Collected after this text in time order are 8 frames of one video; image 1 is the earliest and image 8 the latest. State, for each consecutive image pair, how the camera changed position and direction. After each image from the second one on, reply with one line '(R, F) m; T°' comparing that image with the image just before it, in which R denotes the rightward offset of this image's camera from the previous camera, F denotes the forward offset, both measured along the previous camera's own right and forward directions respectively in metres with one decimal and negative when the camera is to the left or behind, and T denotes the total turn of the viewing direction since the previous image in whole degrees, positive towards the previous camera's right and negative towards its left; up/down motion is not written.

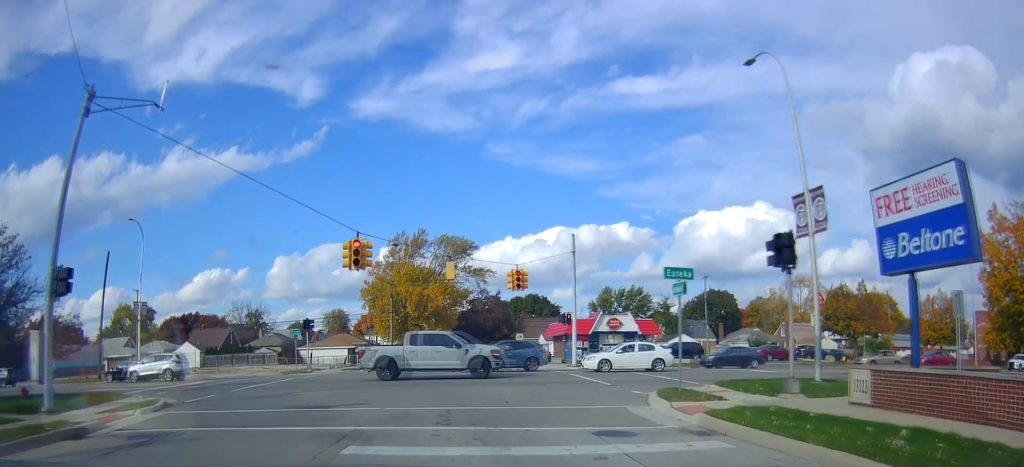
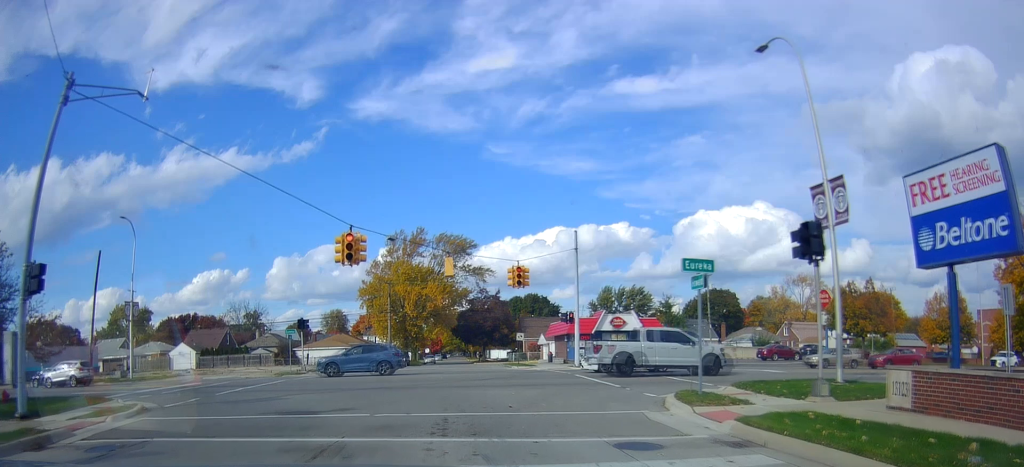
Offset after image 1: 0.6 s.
(0.0, +2.2) m; 0°
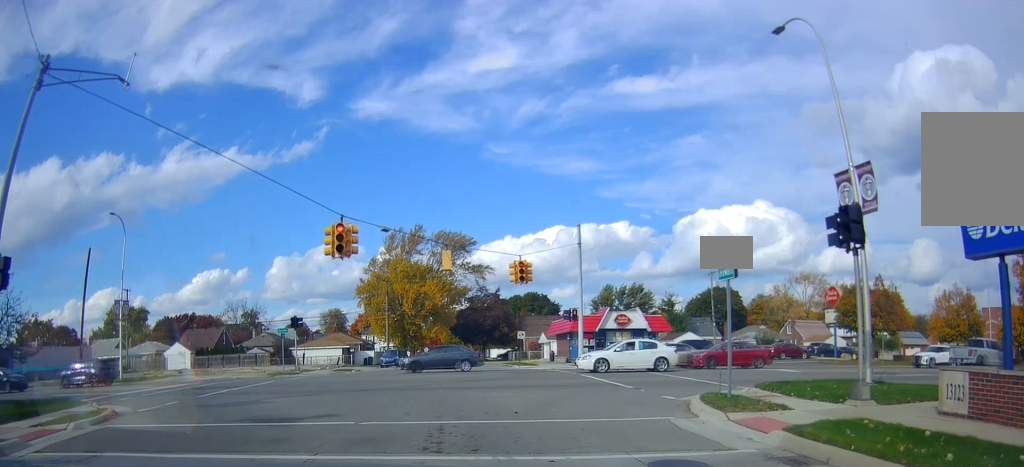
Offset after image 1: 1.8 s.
(0.0, +2.3) m; 0°
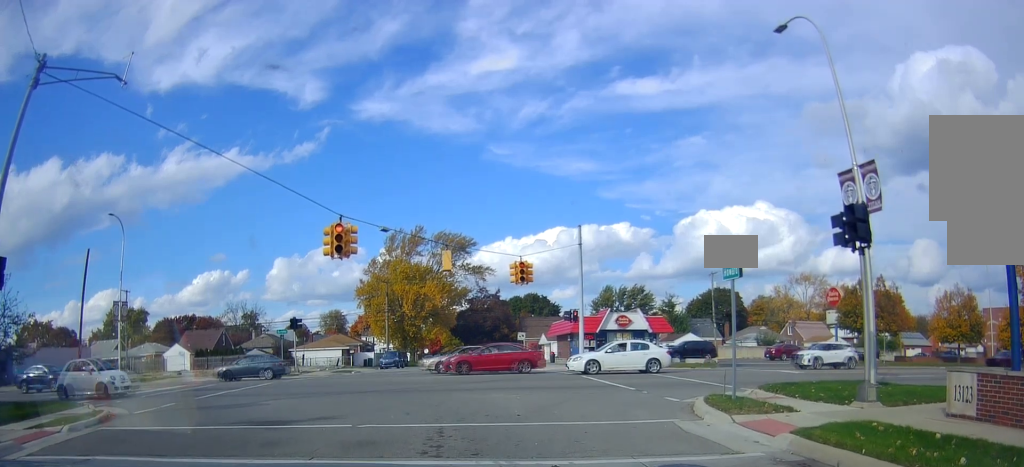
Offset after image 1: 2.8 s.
(0.0, +0.8) m; 0°
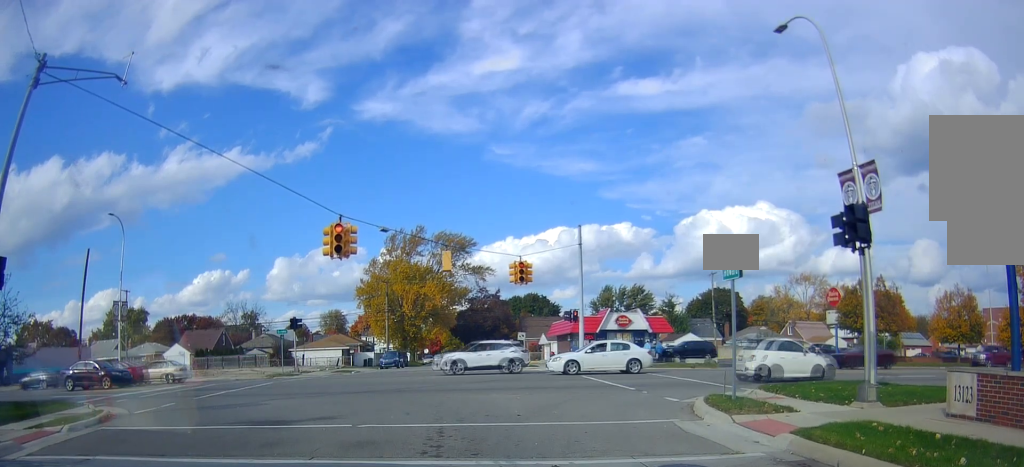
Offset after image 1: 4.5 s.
(0.0, +0.4) m; 0°
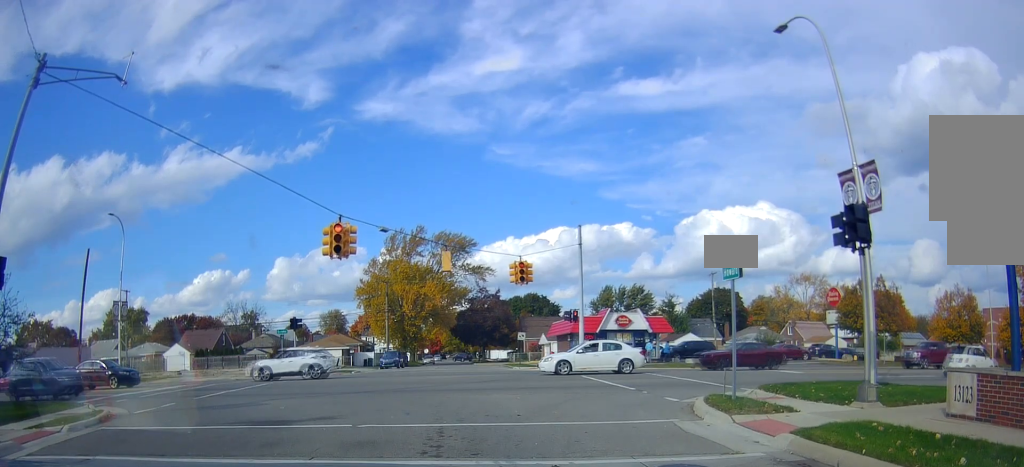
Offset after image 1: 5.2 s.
(0.0, 0.0) m; 0°
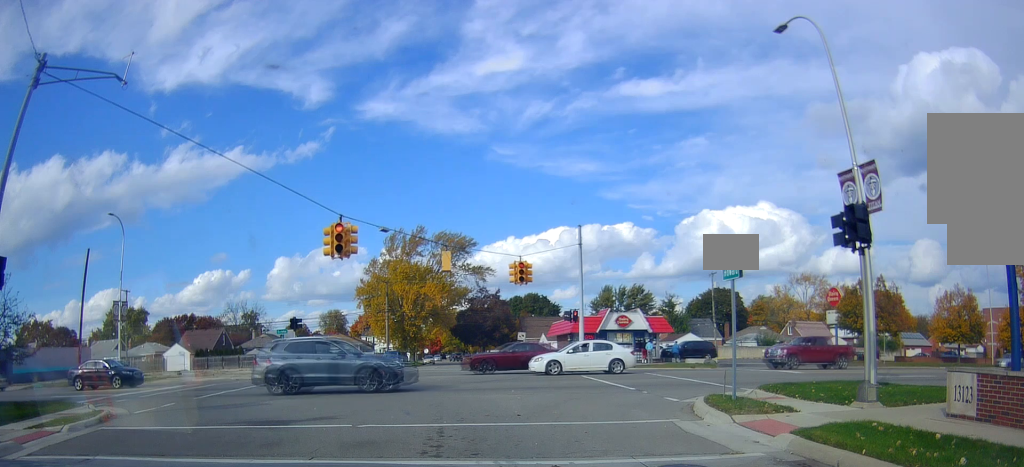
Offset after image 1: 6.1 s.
(0.0, +0.3) m; 0°
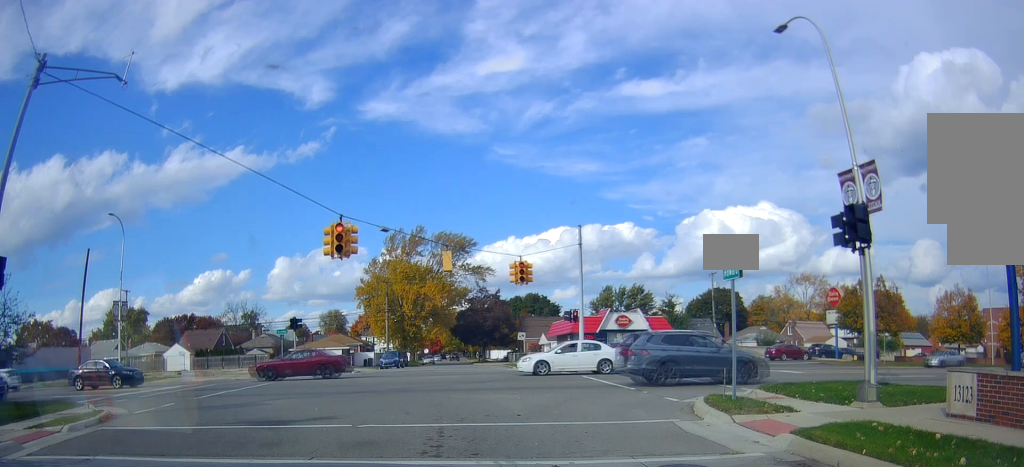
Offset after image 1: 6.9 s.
(0.0, +0.2) m; 0°
